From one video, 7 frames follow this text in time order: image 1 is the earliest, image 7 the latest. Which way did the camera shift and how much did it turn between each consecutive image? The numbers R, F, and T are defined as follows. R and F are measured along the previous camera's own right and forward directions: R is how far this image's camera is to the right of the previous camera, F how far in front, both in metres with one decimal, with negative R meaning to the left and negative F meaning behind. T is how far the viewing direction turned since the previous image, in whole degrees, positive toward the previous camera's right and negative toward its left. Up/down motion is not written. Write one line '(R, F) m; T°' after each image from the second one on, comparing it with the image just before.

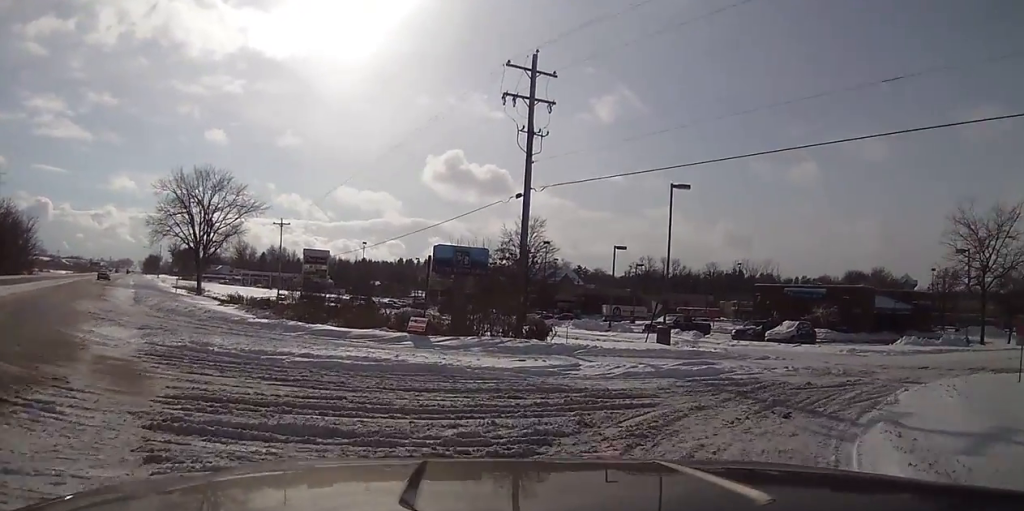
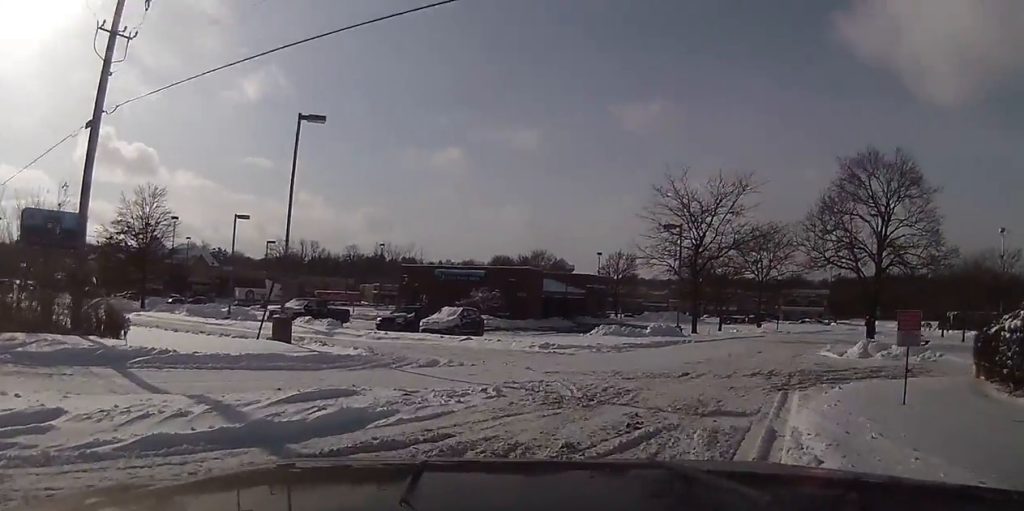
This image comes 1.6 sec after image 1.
(+2.8, +8.4) m; +33°
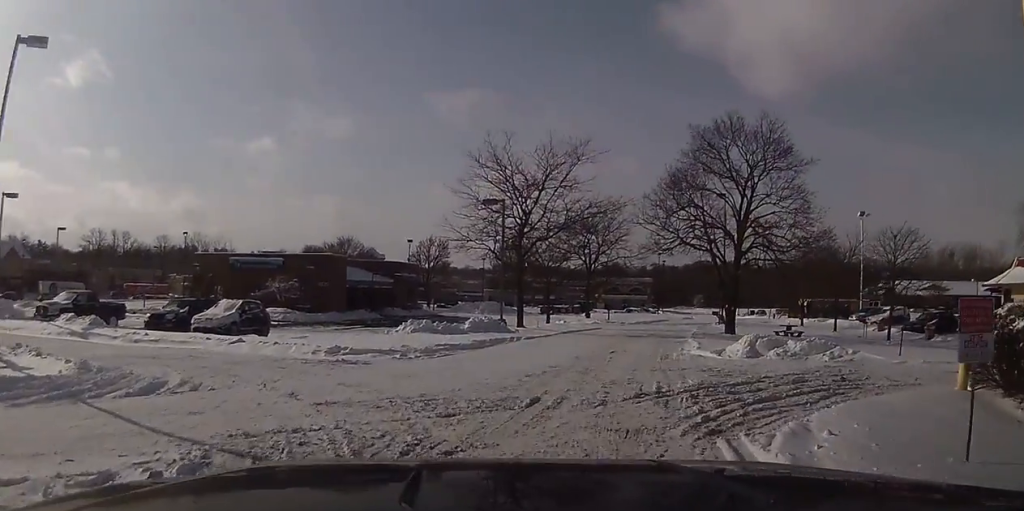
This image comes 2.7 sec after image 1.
(+0.4, +5.9) m; +9°
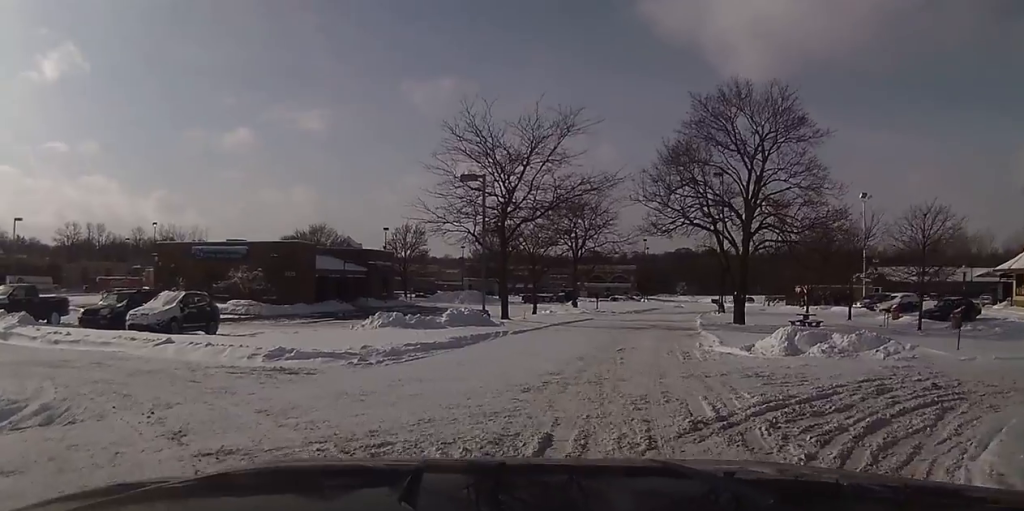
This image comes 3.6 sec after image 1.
(+0.4, +4.4) m; +3°
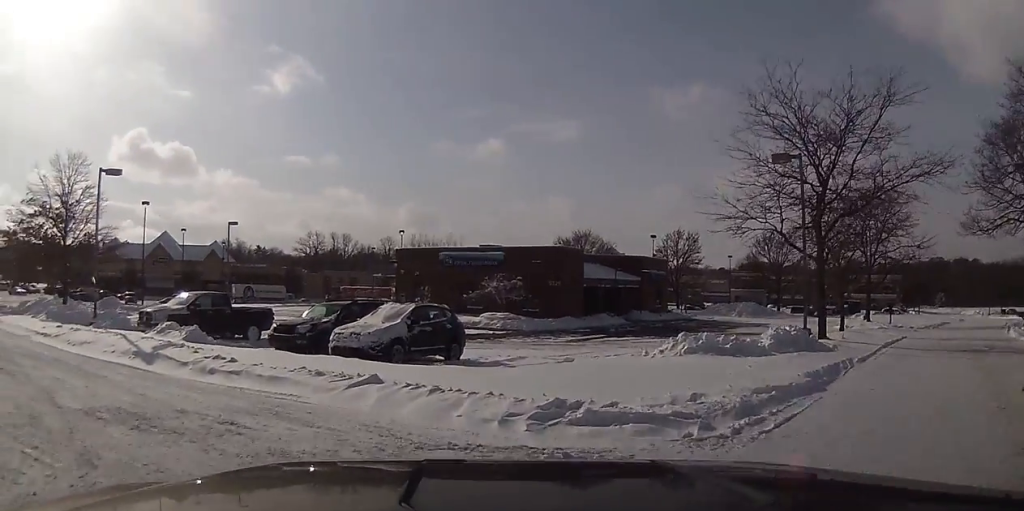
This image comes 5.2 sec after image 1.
(-0.9, +6.2) m; -26°
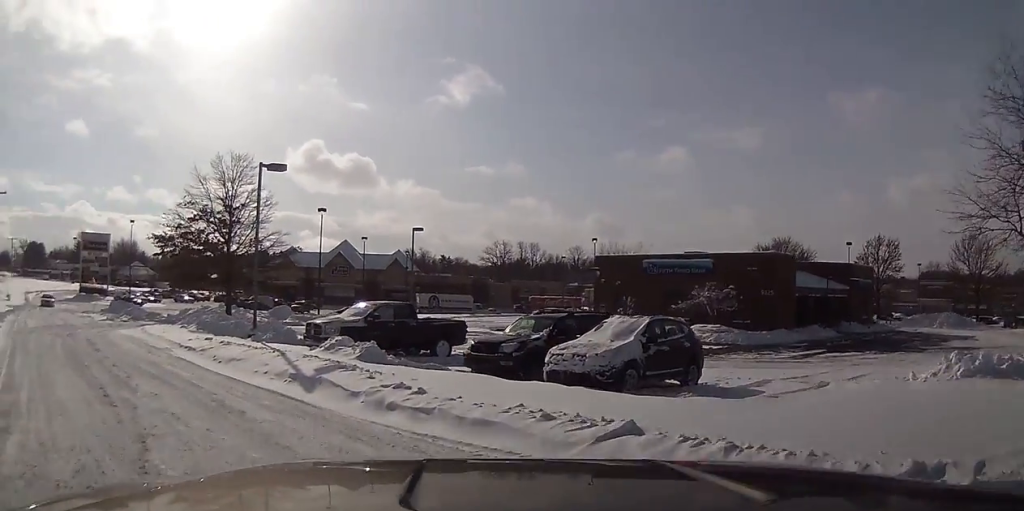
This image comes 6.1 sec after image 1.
(-0.7, +3.3) m; -17°
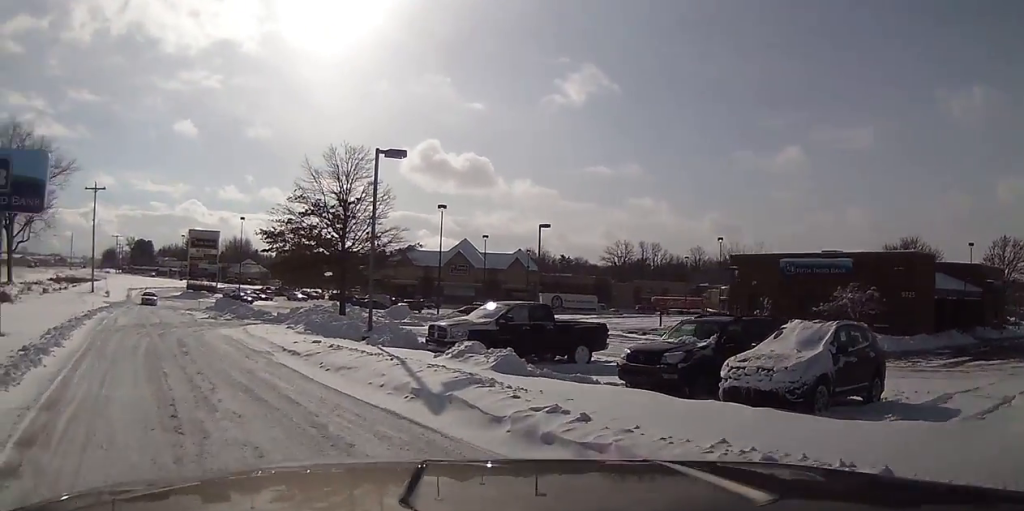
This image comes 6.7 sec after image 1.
(-0.3, +2.3) m; -9°
